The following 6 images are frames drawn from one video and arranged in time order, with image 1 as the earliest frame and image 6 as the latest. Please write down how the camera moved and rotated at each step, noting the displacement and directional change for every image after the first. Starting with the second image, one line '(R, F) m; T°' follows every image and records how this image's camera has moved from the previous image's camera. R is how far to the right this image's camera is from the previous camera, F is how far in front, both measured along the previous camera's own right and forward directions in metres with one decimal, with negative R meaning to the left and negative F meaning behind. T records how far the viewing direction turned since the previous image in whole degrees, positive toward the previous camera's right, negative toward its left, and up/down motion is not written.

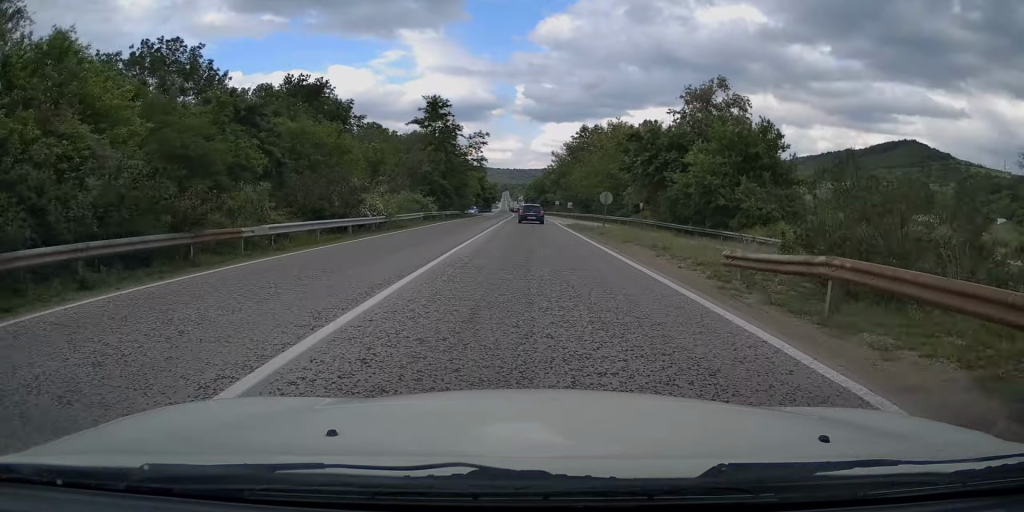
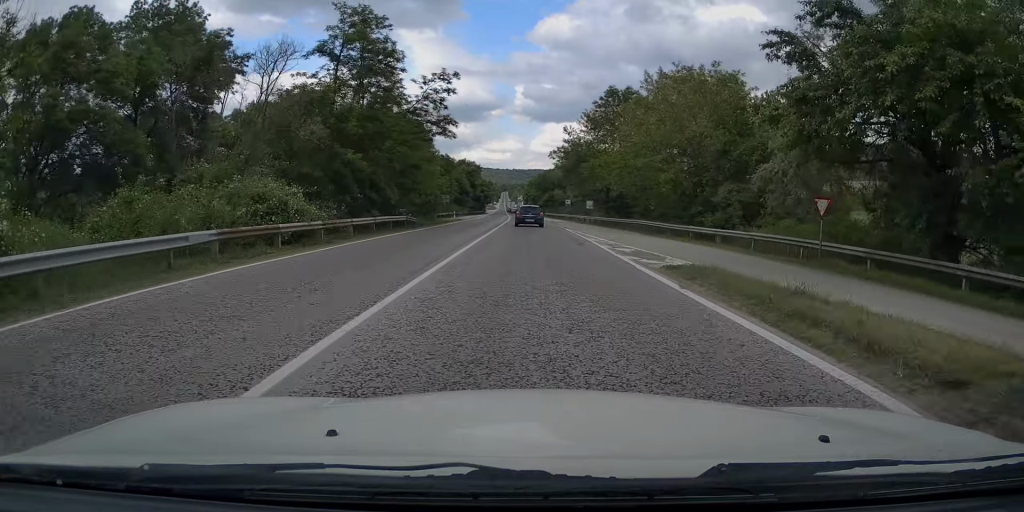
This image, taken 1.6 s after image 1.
(-0.1, +29.5) m; +1°
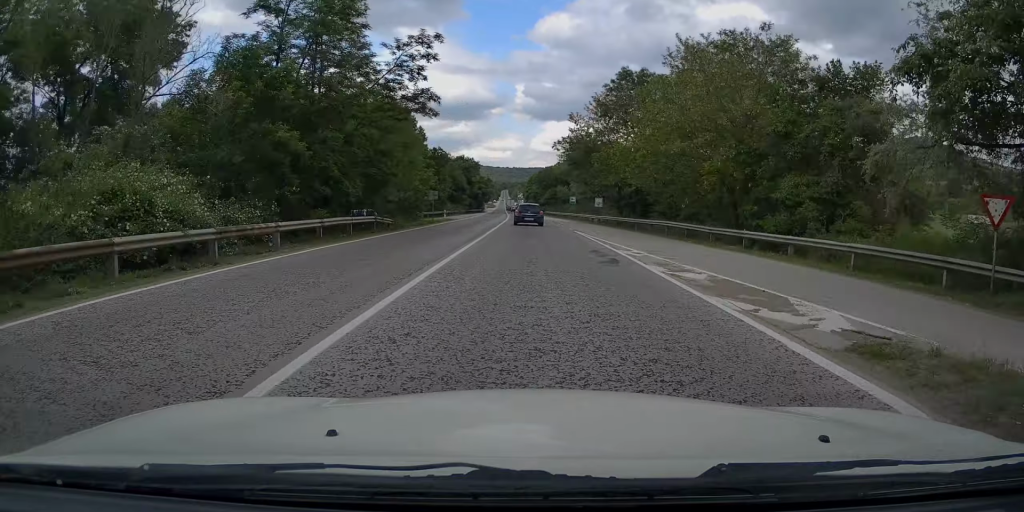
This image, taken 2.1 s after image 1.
(0.0, +7.8) m; 0°
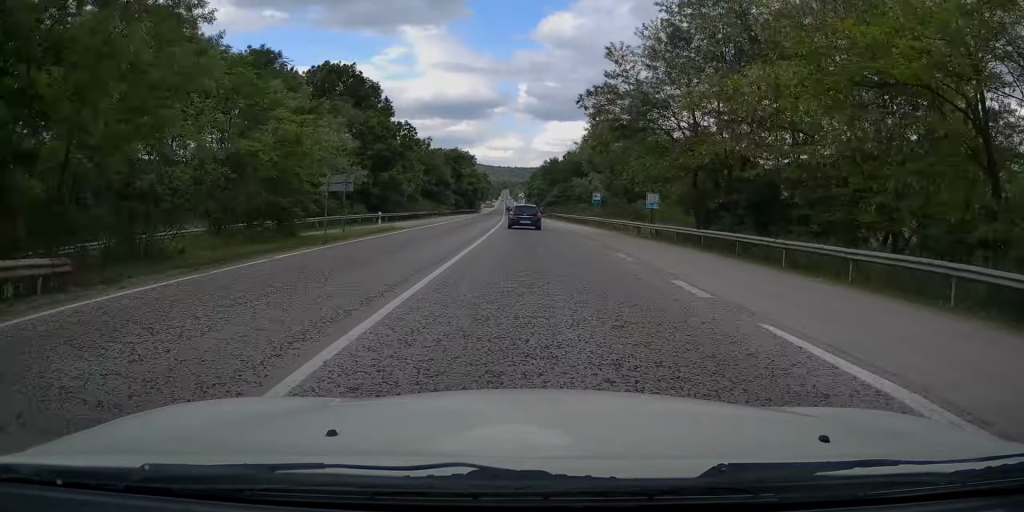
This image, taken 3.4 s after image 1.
(0.0, +24.5) m; -1°
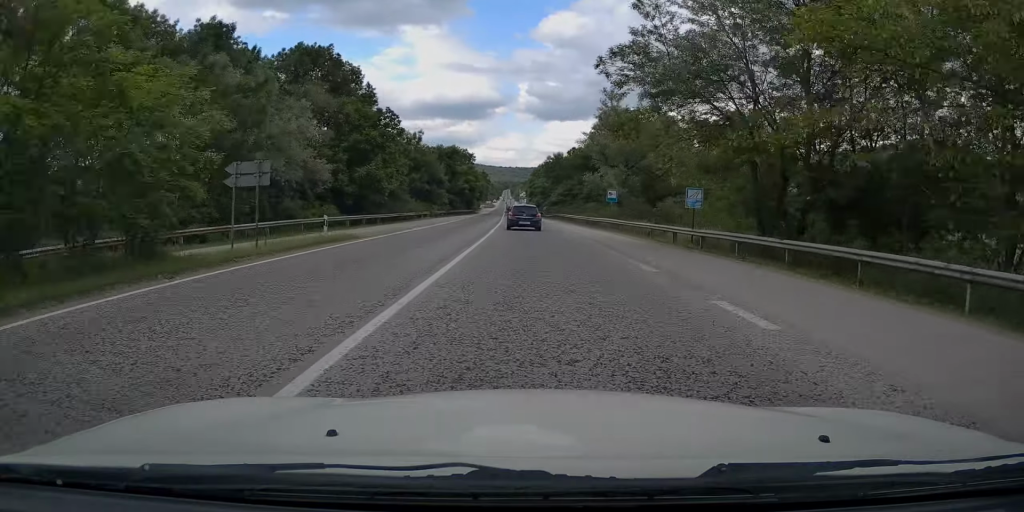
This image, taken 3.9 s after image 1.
(0.0, +8.3) m; -1°
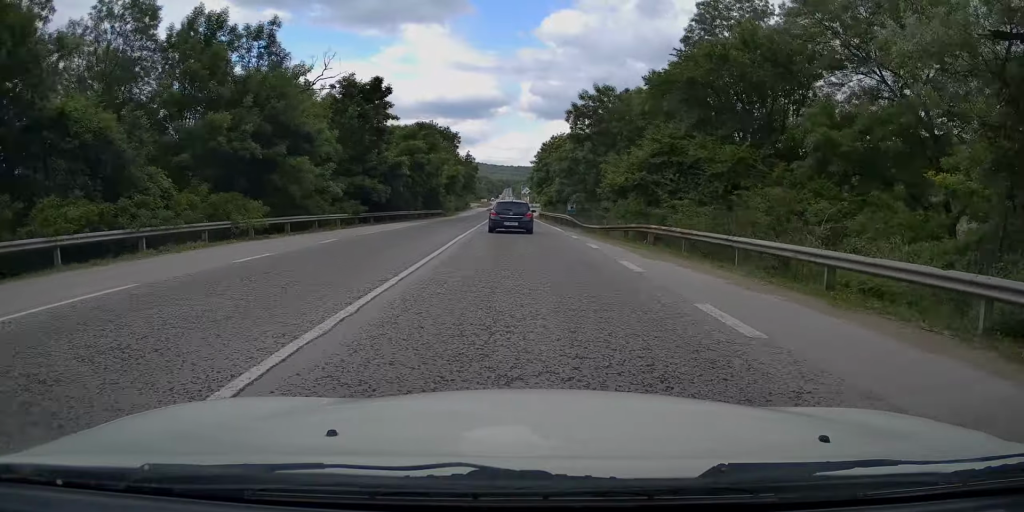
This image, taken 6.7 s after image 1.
(+0.1, +48.3) m; +1°
